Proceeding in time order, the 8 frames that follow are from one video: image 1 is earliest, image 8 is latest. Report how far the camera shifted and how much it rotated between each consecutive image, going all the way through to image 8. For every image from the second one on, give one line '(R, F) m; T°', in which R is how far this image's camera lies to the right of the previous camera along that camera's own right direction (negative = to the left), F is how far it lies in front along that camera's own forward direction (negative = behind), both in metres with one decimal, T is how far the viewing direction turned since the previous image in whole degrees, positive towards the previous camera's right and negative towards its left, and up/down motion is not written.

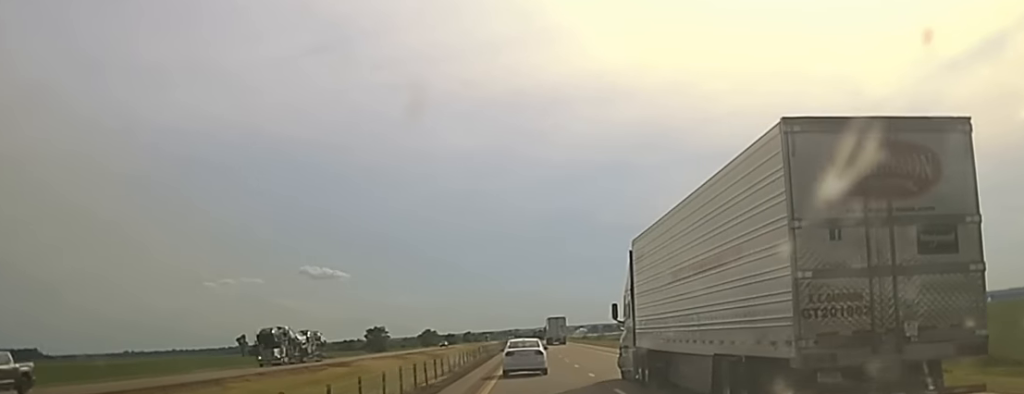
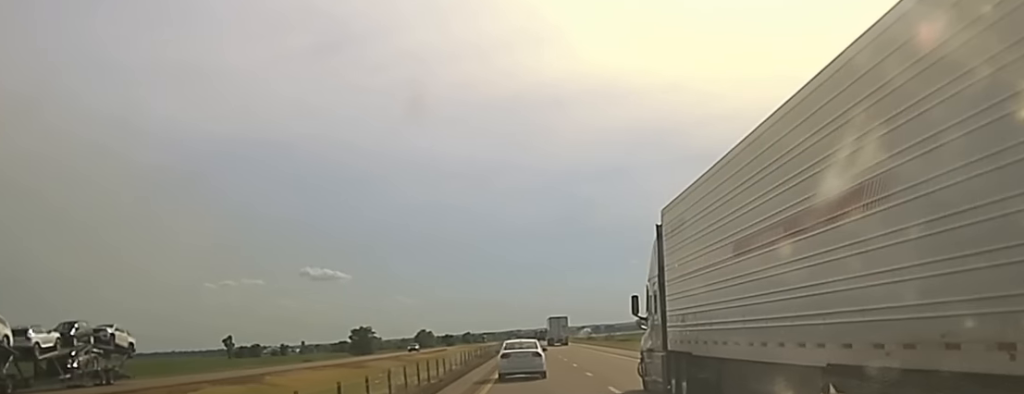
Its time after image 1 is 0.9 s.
(-0.3, +35.9) m; 0°
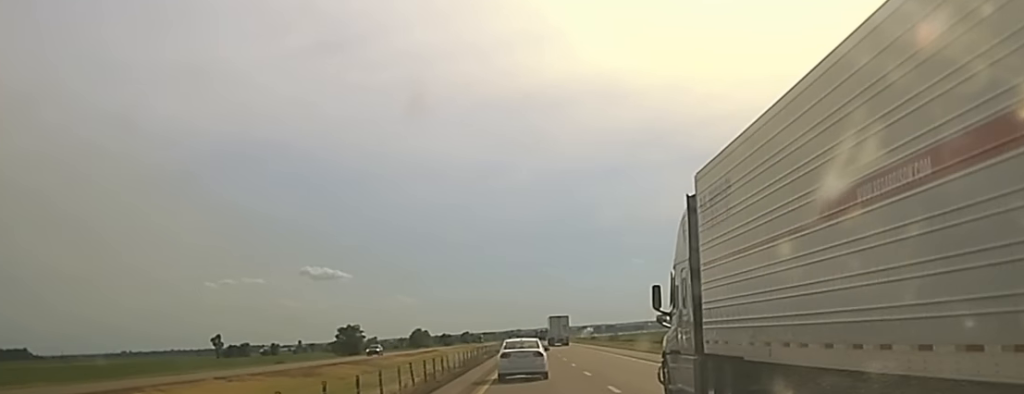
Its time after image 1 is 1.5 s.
(+0.2, +24.3) m; 0°
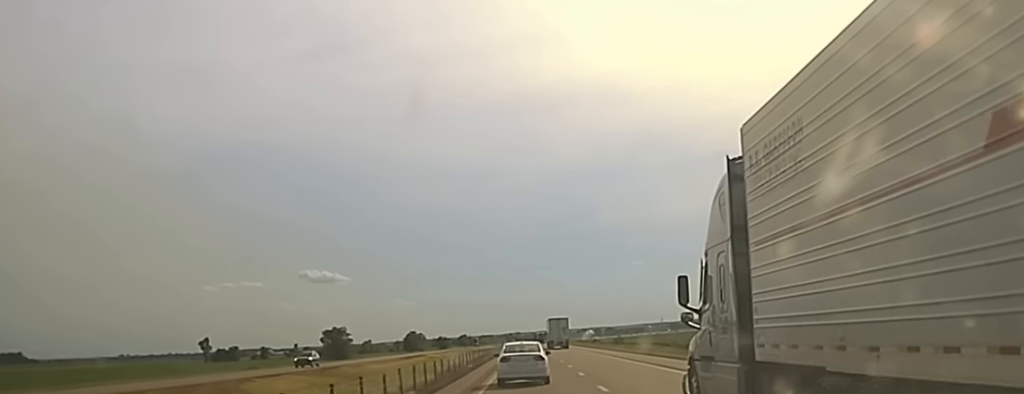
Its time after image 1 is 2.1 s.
(+0.1, +21.6) m; 0°
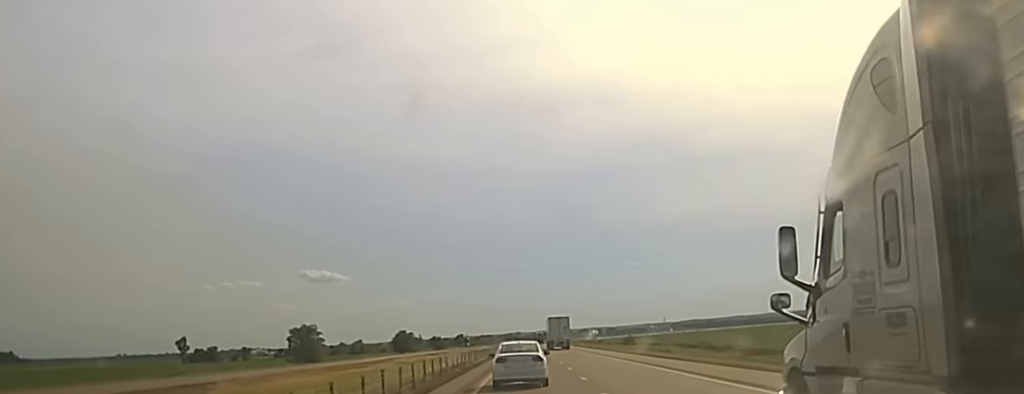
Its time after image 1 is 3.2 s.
(0.0, +39.6) m; 0°
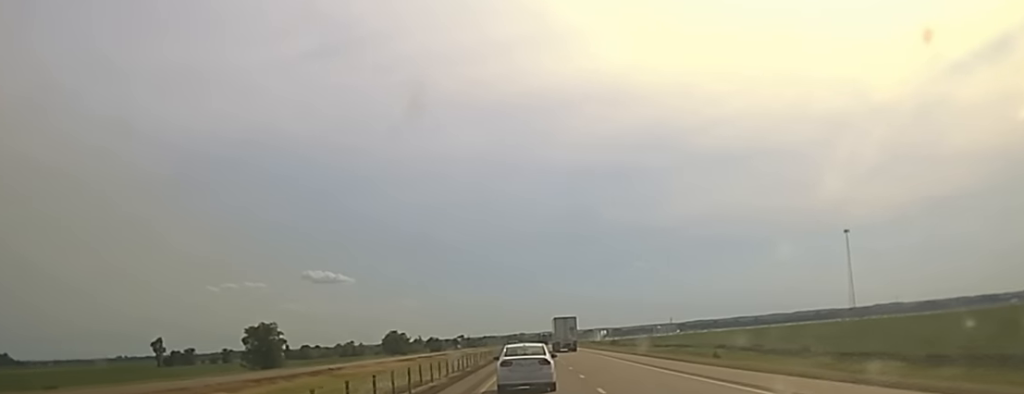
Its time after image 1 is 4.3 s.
(-0.4, +43.4) m; -1°
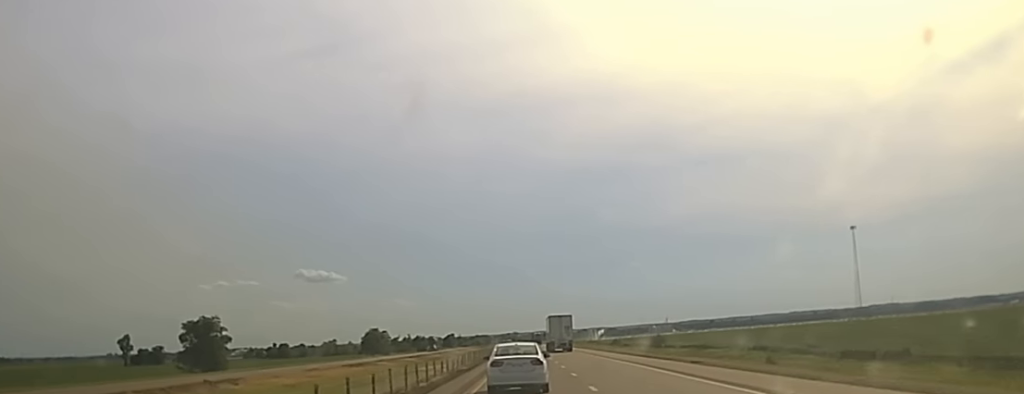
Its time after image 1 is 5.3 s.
(0.0, +35.9) m; +1°
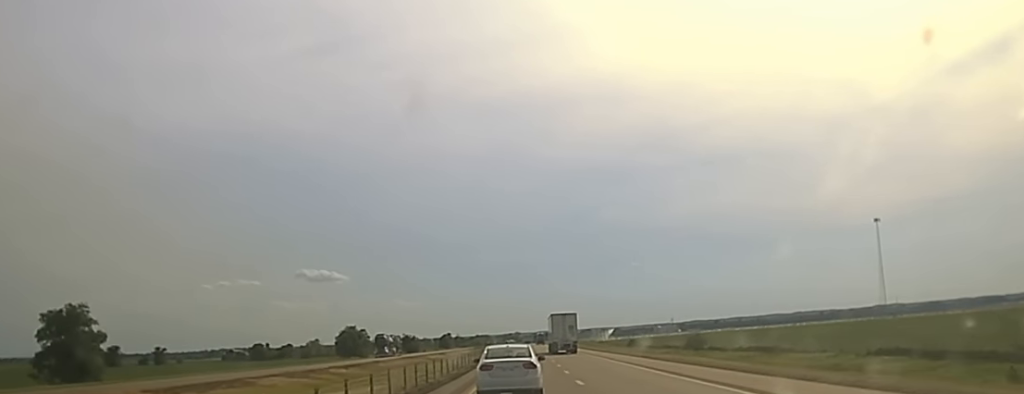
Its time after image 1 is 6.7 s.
(+0.5, +52.6) m; 0°
